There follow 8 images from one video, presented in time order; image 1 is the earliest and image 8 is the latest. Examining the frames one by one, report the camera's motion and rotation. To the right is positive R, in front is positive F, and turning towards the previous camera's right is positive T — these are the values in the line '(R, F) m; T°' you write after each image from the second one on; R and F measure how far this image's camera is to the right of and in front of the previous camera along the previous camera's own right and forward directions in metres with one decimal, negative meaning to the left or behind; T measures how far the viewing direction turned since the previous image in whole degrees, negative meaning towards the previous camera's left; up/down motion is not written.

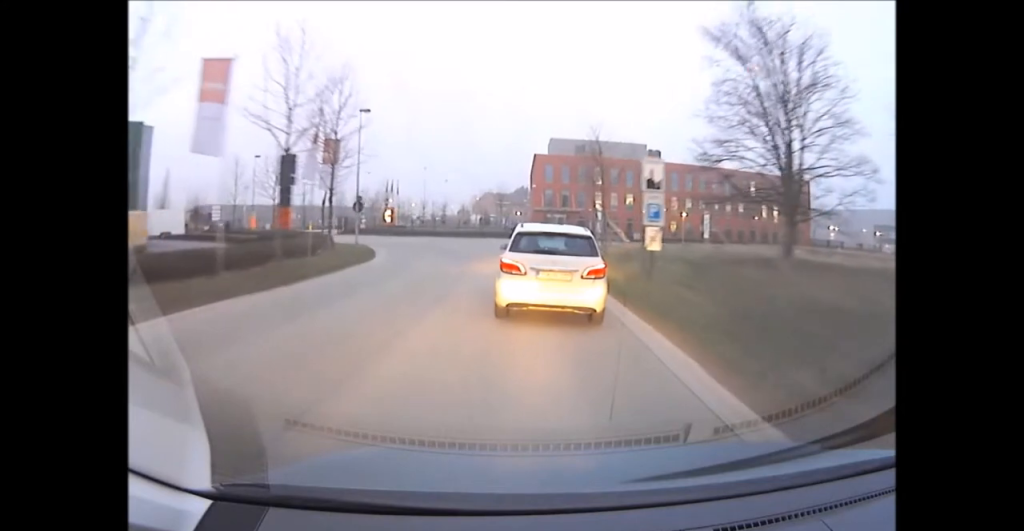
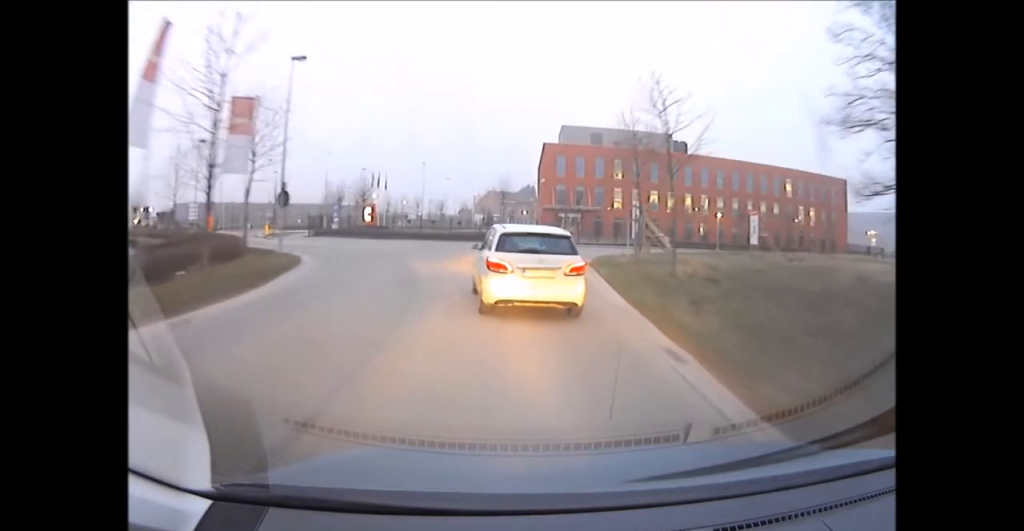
(+0.4, +11.6) m; -1°
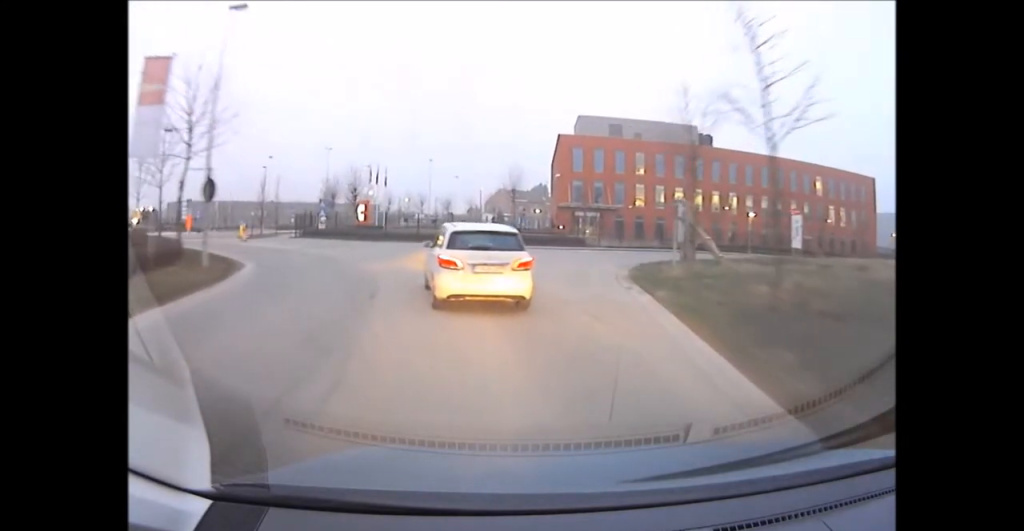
(-0.3, +6.1) m; -4°
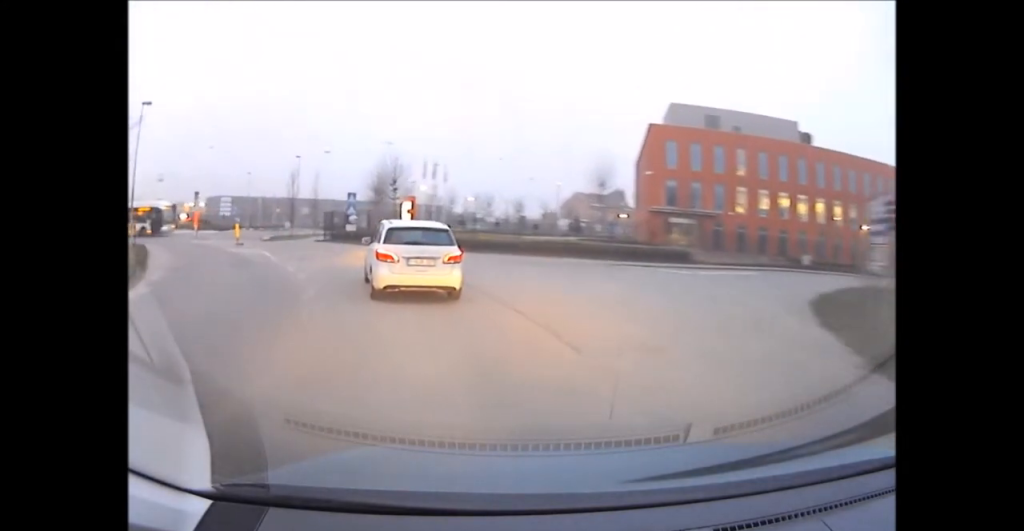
(-0.6, +10.6) m; -7°
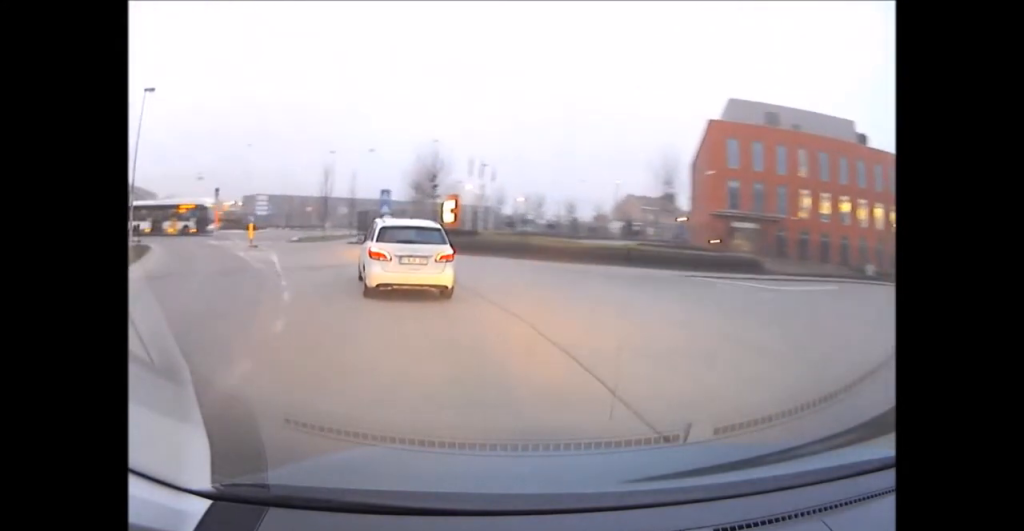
(-0.1, +3.7) m; -5°
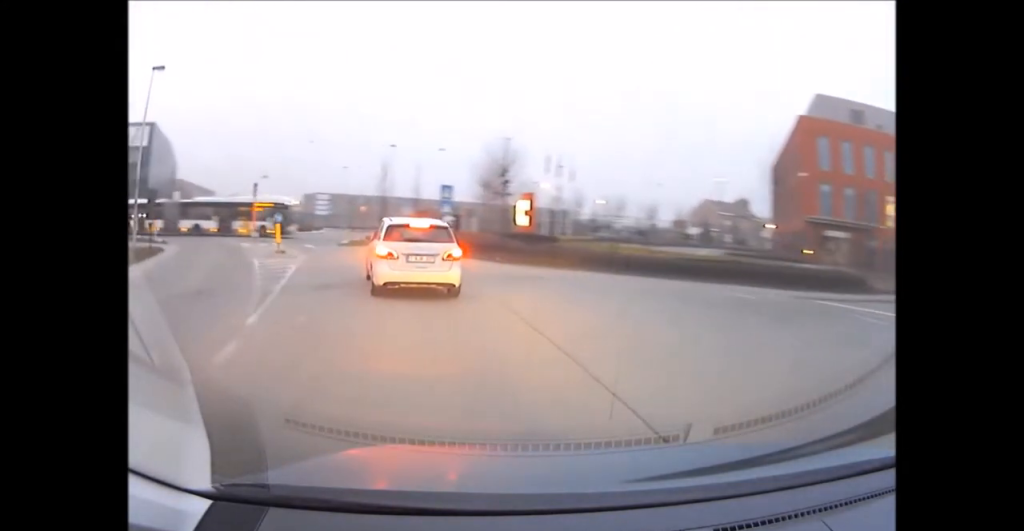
(-0.1, +5.1) m; -8°
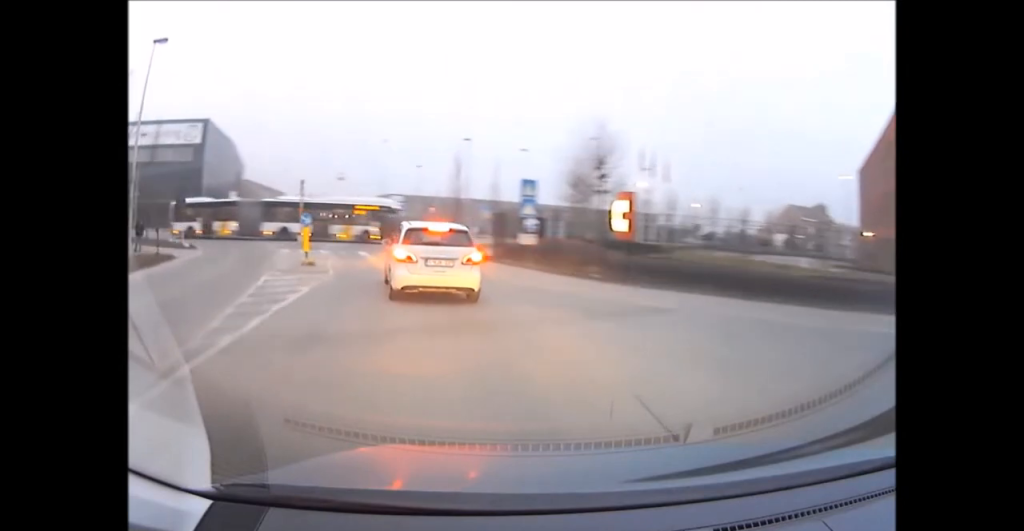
(-0.6, +4.9) m; -8°
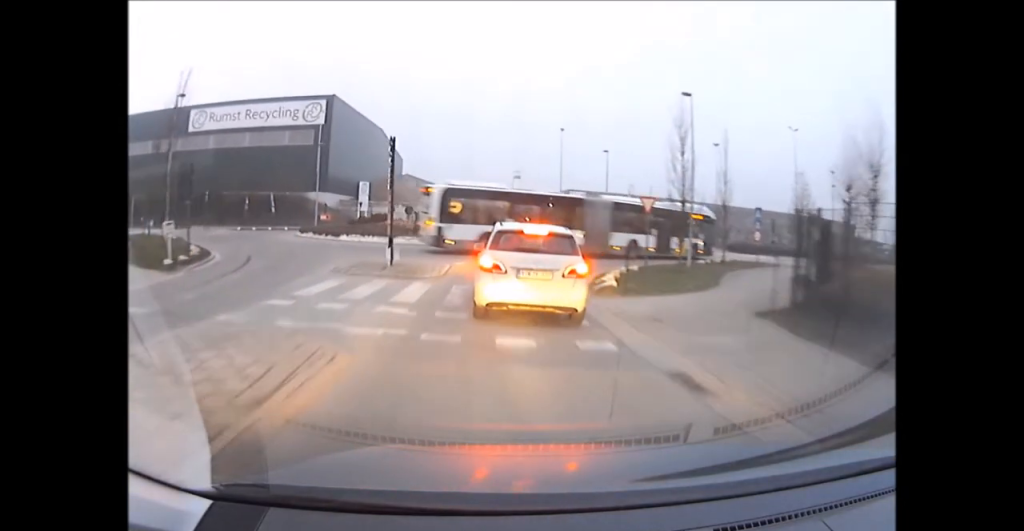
(-2.1, +14.9) m; -17°
